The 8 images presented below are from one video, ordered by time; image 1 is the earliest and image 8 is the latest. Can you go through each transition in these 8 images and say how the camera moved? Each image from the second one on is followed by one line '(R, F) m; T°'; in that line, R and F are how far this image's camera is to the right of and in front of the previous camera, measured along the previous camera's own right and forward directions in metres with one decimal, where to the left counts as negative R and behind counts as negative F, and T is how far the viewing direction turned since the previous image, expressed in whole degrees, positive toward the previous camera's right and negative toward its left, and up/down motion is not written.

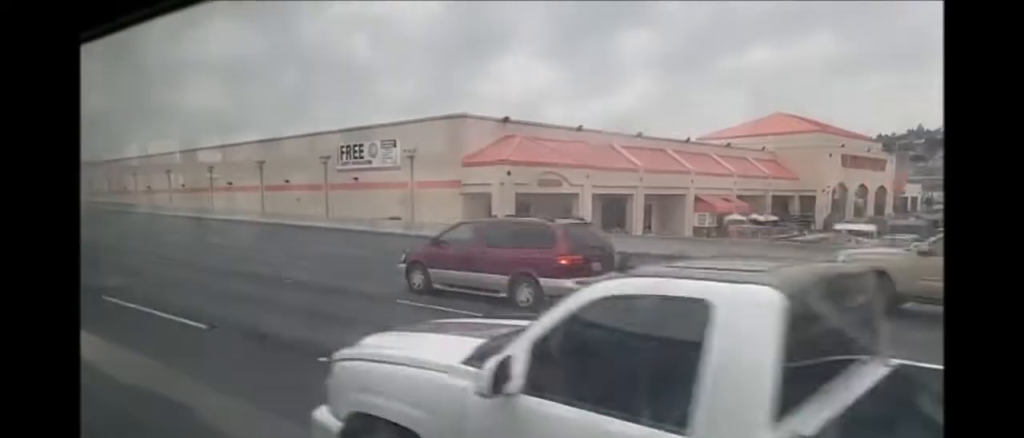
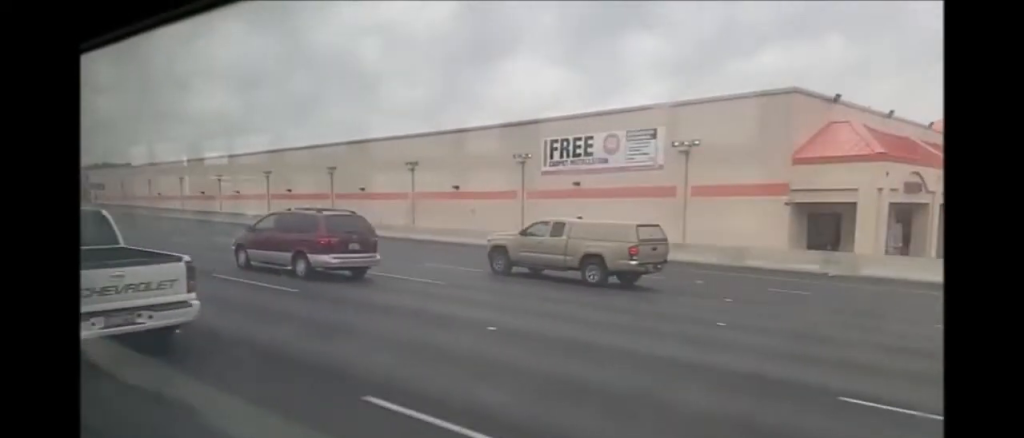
(-0.2, +22.5) m; -1°
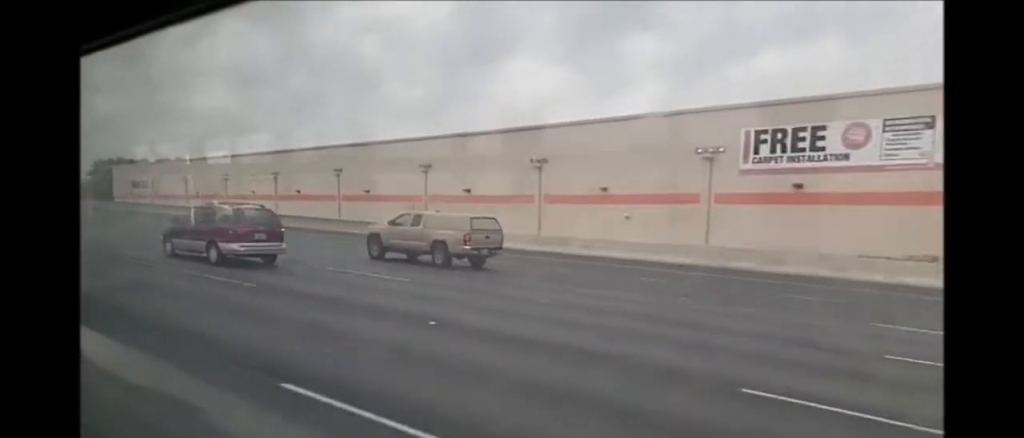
(-0.1, +12.9) m; 0°
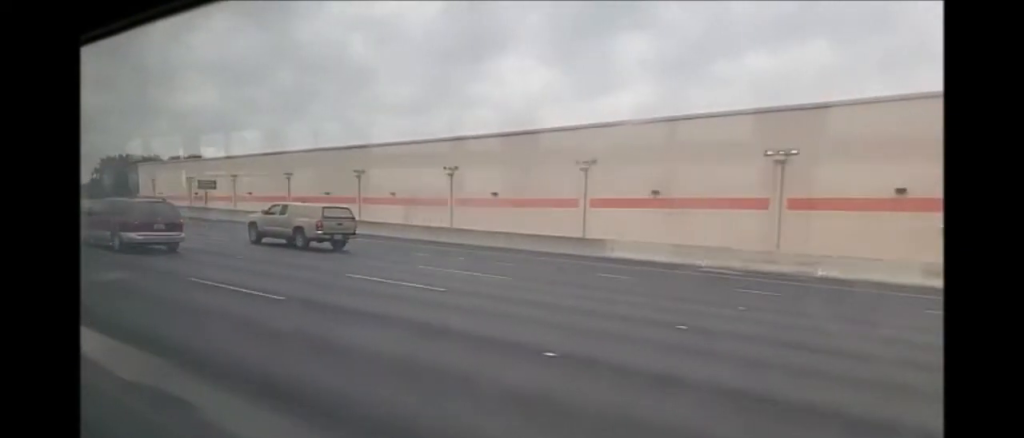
(0.0, +16.8) m; 0°
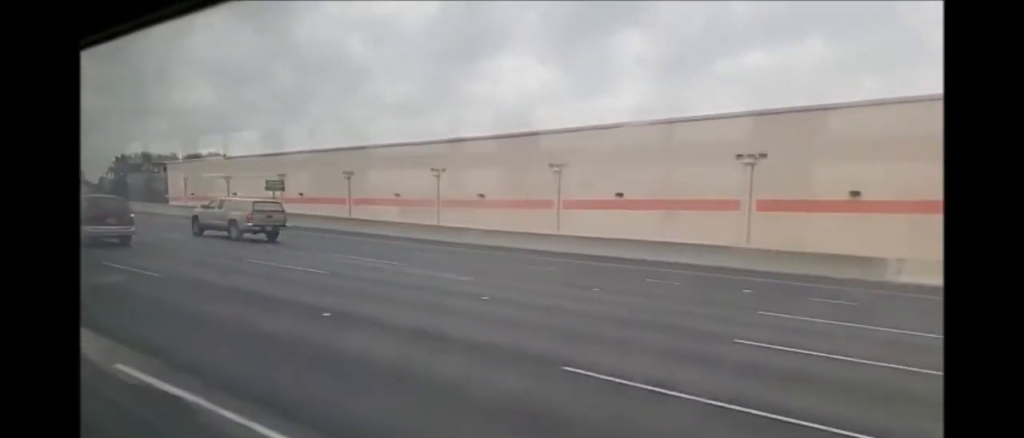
(0.0, +11.5) m; 0°
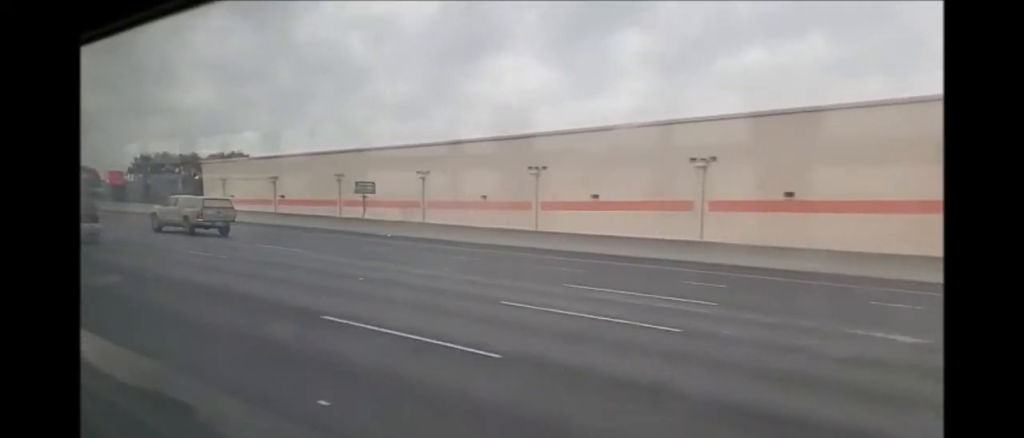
(0.0, +10.0) m; 0°
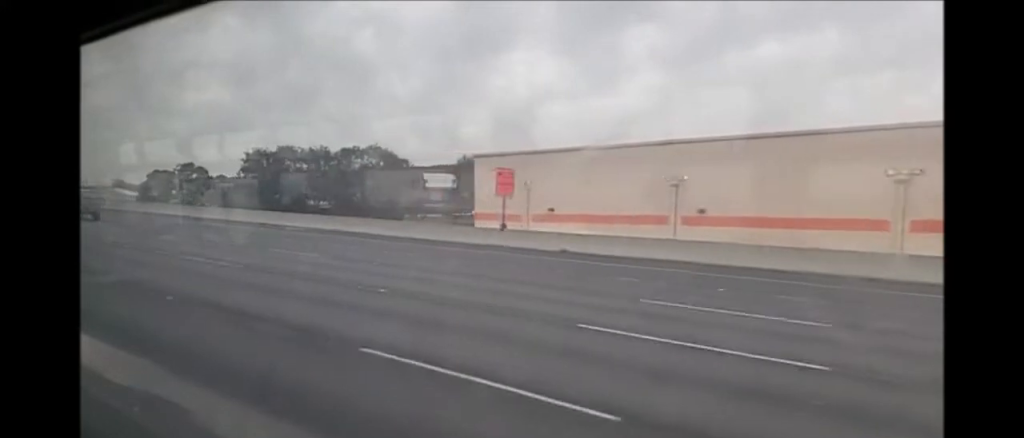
(+0.3, +44.7) m; 0°
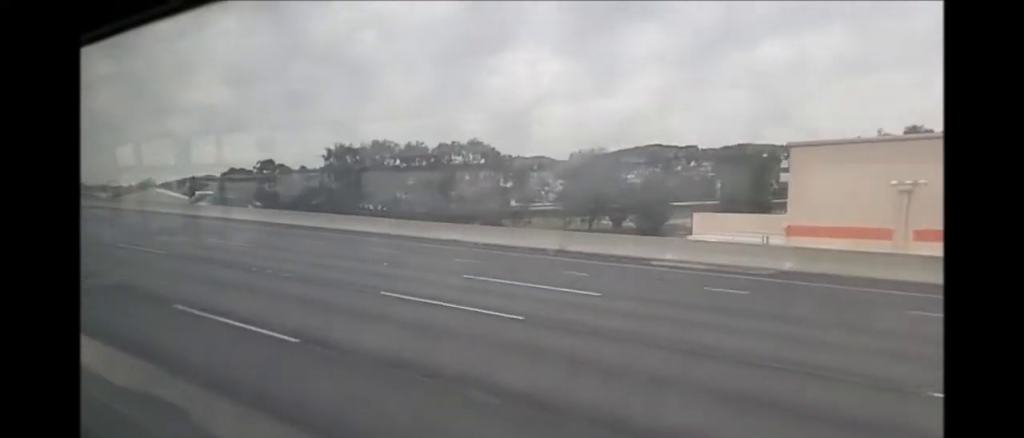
(-0.1, +24.4) m; -1°
